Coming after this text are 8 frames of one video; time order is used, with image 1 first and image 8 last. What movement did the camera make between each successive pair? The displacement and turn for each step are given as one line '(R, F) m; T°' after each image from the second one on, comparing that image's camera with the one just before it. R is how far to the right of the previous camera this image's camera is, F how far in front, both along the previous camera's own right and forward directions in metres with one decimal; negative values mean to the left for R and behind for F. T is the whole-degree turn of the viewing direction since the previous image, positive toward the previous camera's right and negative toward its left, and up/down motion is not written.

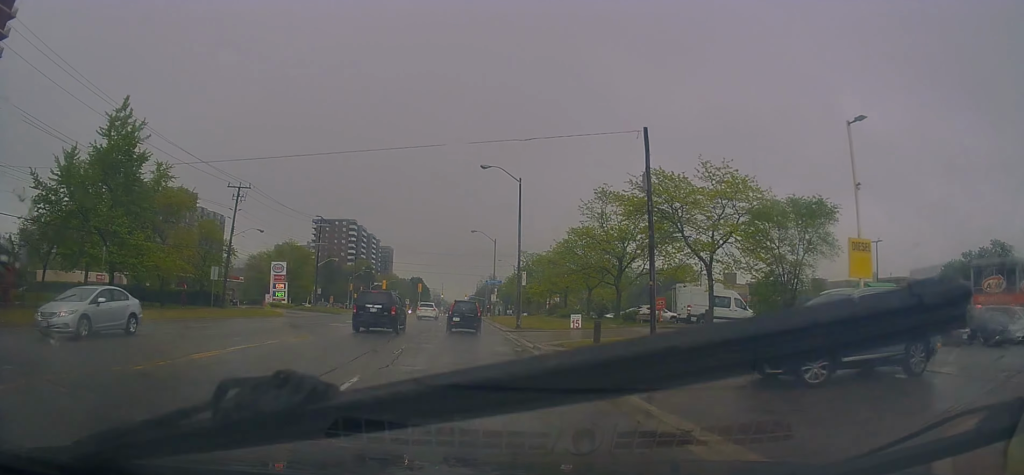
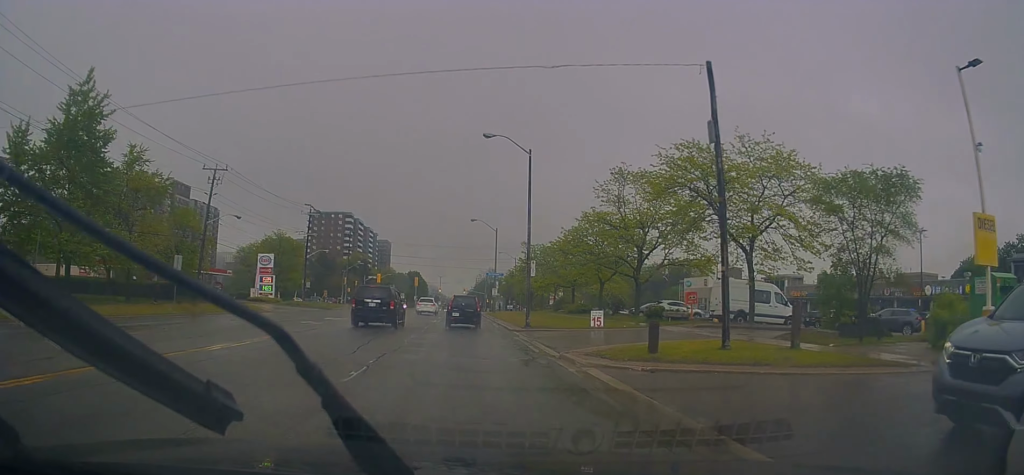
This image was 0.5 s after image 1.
(+0.2, +5.7) m; 0°
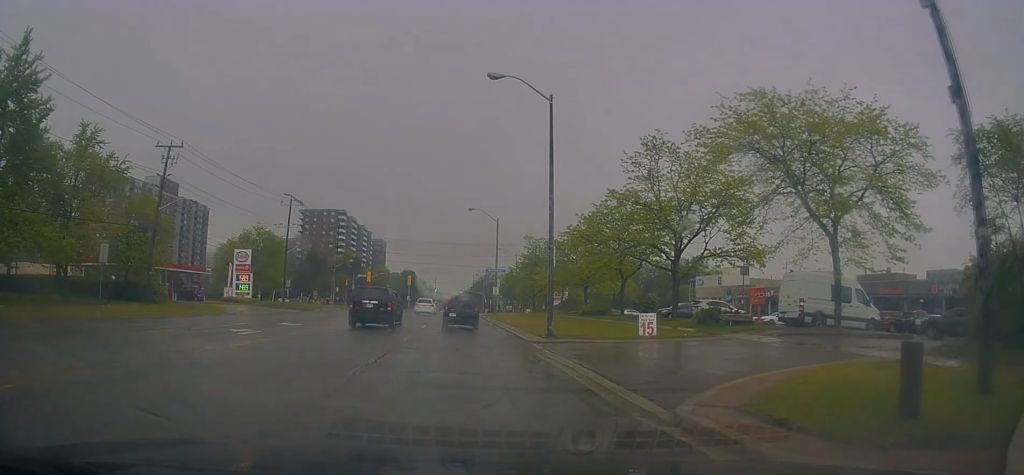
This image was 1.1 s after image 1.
(-0.1, +7.9) m; 0°
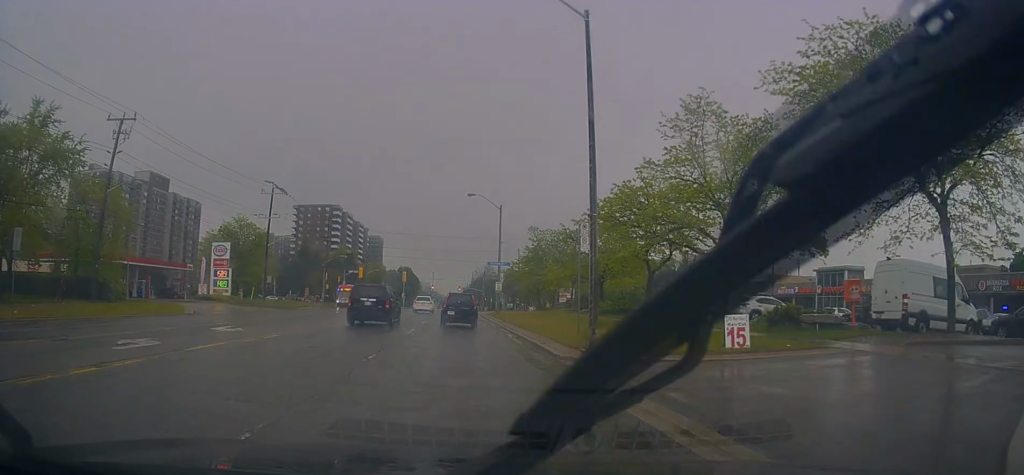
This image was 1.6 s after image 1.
(-0.3, +7.0) m; 0°
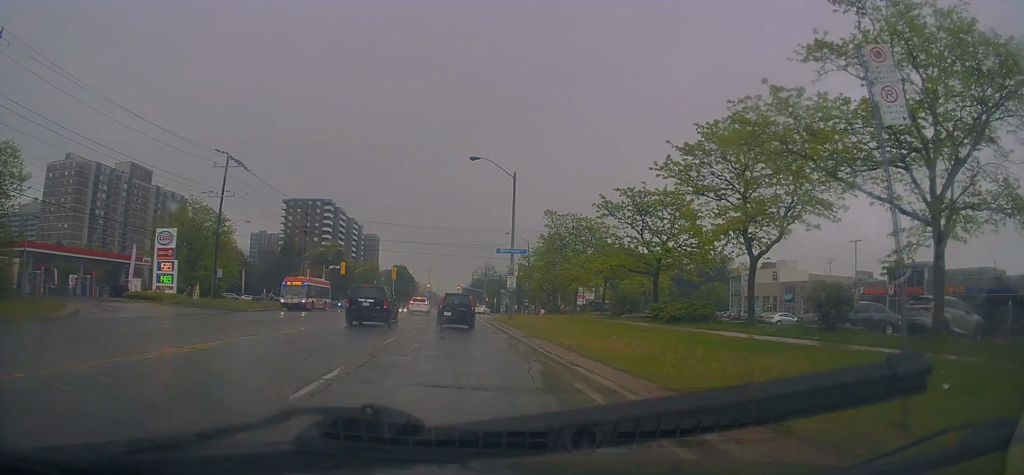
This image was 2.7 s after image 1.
(+0.5, +14.1) m; +3°
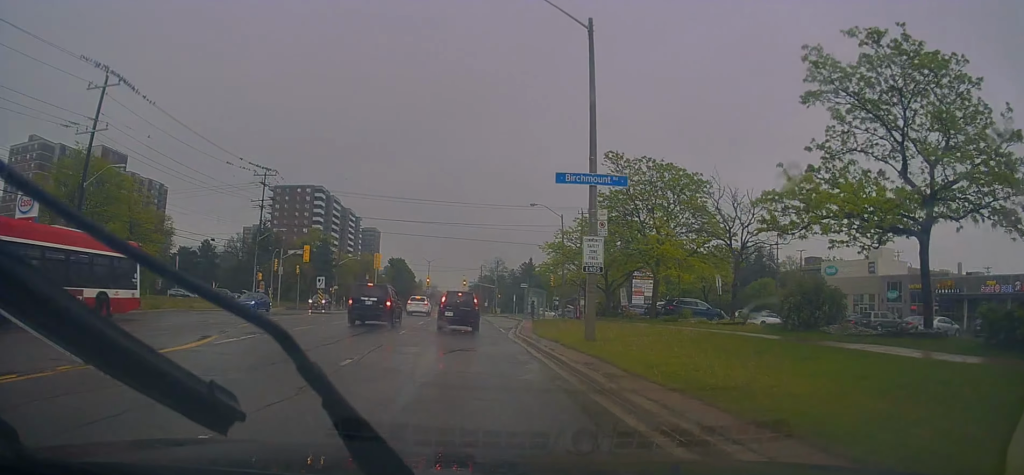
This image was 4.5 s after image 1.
(-0.2, +22.5) m; -2°
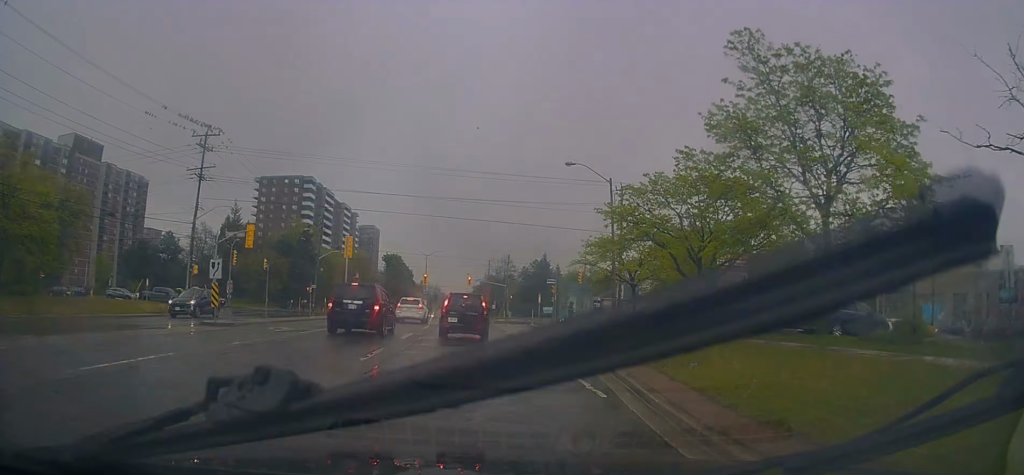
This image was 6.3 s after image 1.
(-0.1, +17.0) m; +1°
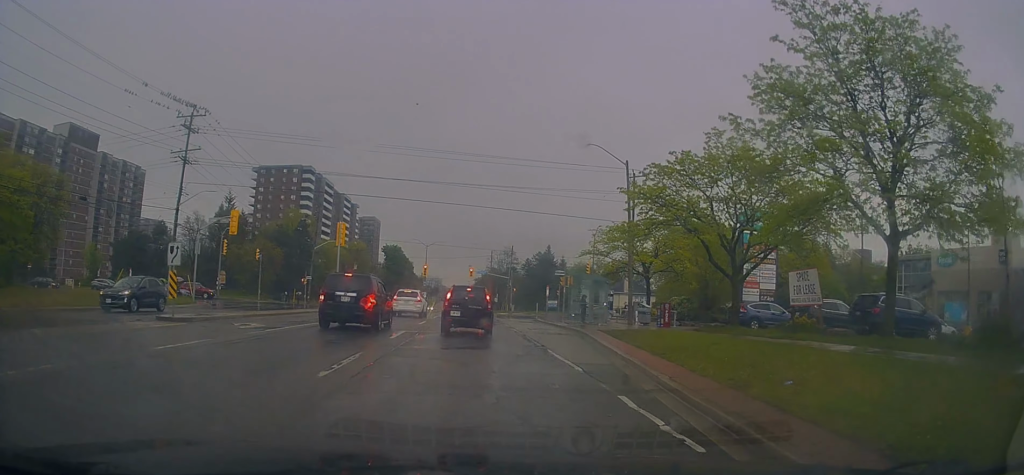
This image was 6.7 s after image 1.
(+0.1, +3.7) m; +1°
